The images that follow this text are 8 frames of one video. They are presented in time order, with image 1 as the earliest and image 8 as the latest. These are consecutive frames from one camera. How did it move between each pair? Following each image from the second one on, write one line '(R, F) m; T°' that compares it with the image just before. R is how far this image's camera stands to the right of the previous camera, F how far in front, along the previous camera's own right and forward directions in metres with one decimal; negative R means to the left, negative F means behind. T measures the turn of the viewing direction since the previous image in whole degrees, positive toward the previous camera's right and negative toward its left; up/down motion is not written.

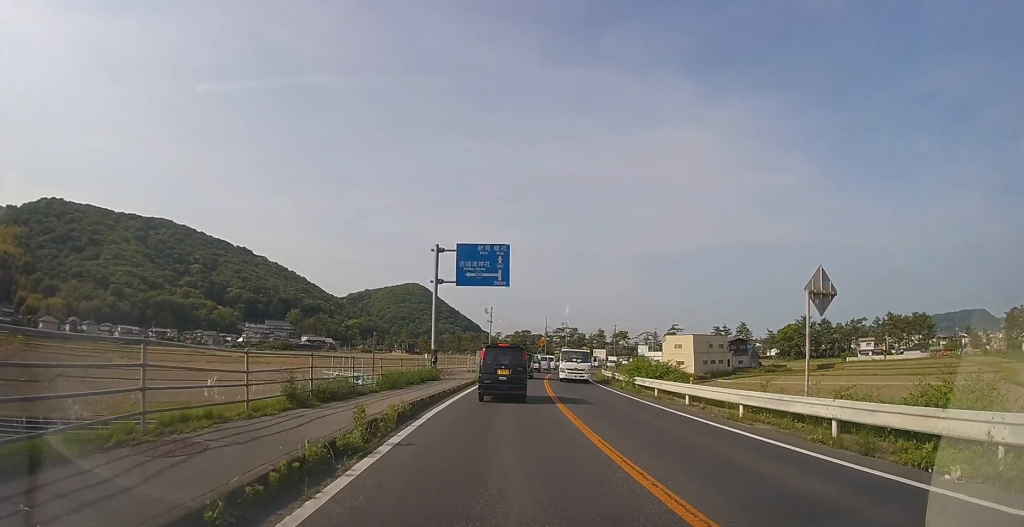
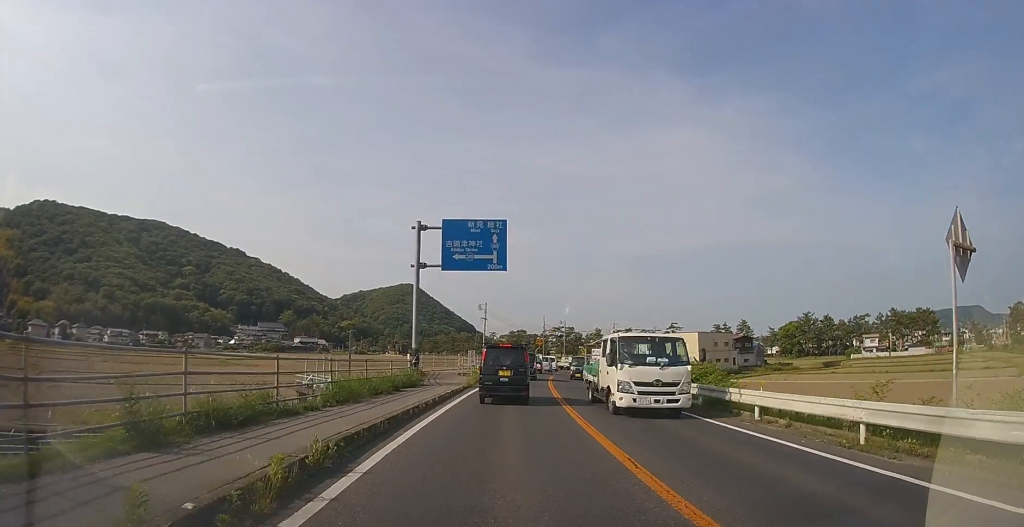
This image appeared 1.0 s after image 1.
(0.0, +5.3) m; +1°
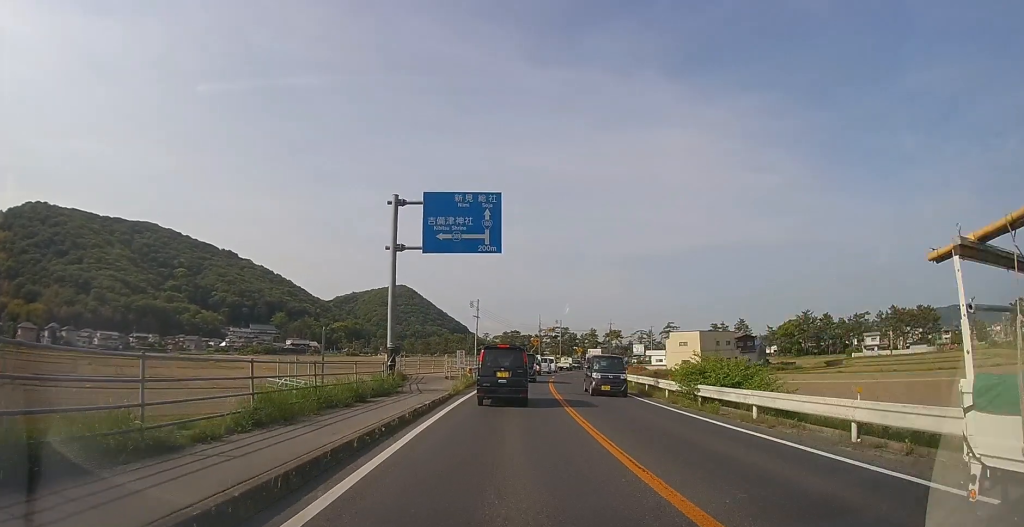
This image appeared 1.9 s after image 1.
(0.0, +4.2) m; +1°
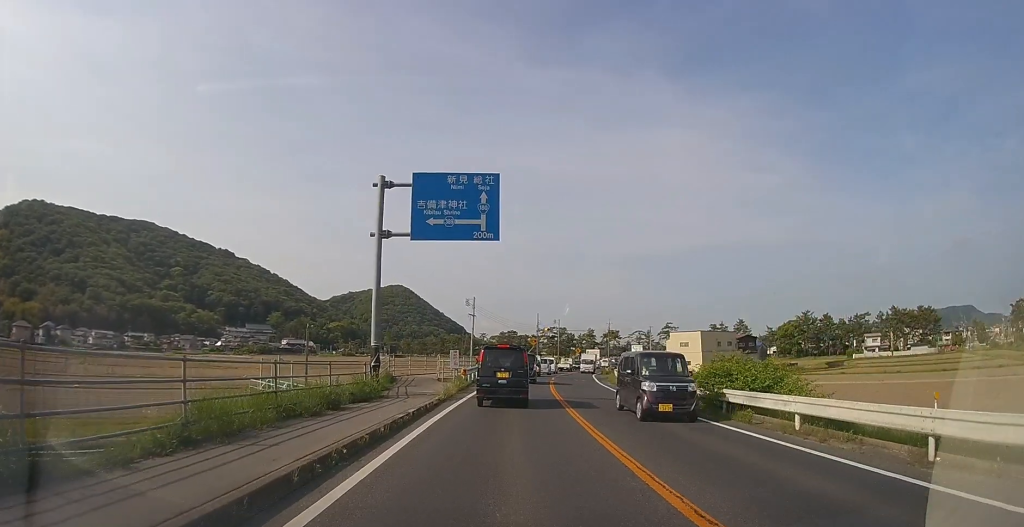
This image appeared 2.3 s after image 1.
(0.0, +2.0) m; 0°
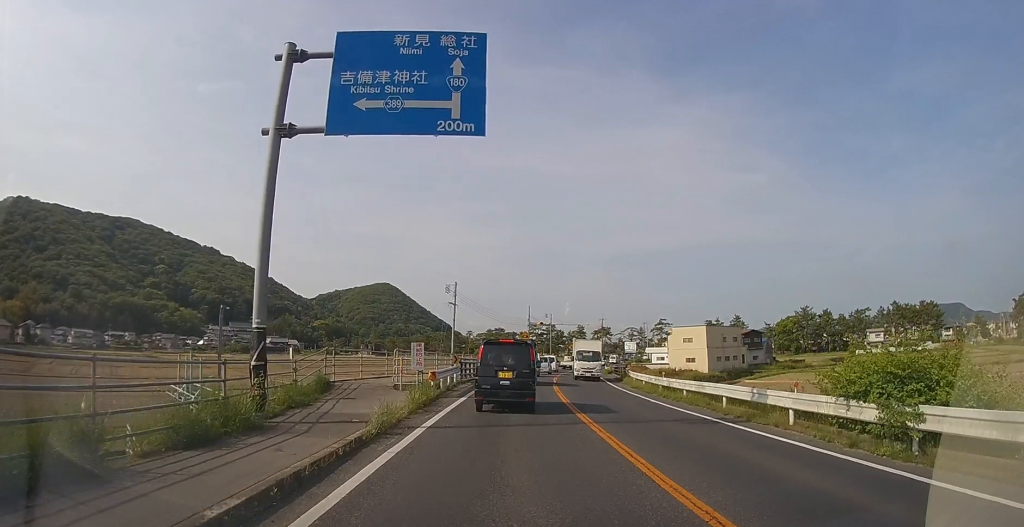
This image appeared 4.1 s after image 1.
(+0.1, +7.2) m; +2°
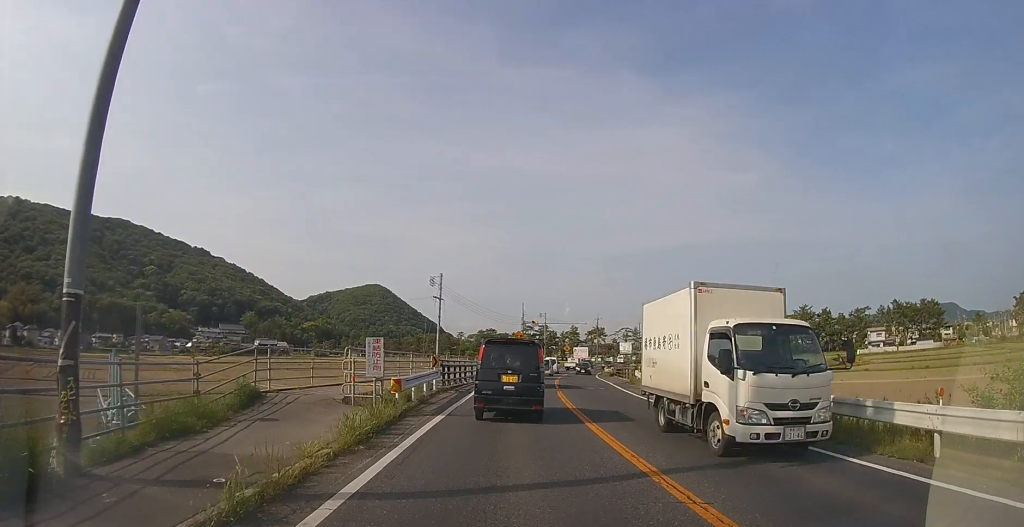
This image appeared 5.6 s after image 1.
(+0.1, +4.7) m; +1°
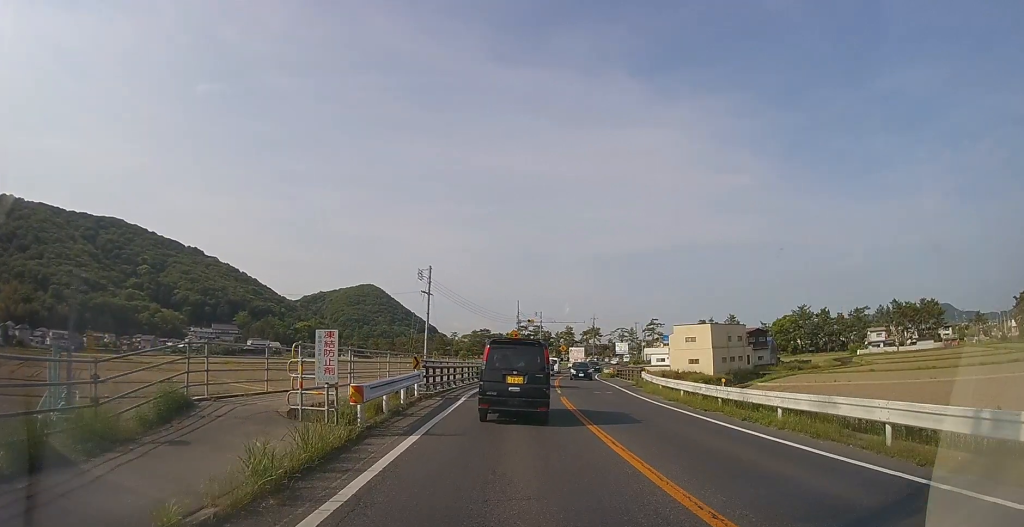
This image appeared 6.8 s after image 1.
(0.0, +3.1) m; +1°
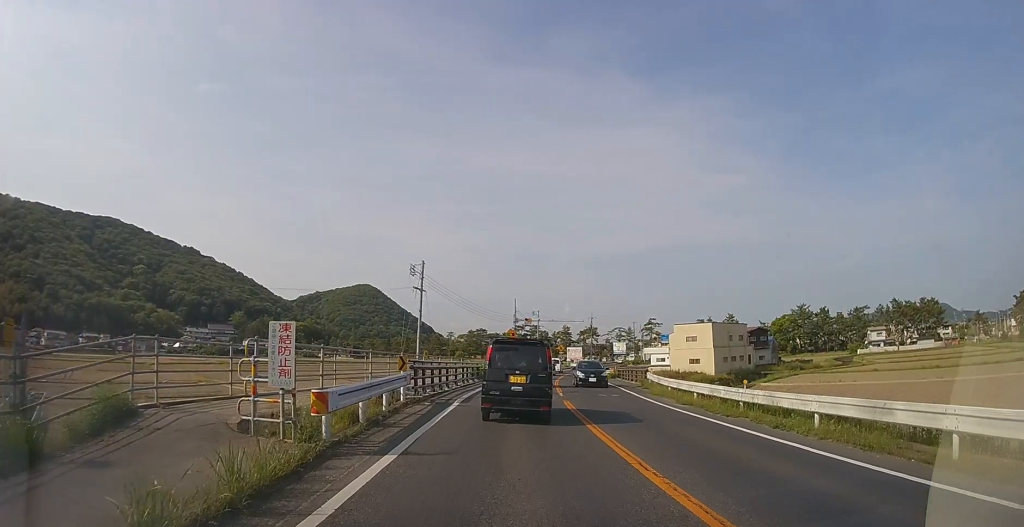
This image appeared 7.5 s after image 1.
(0.0, +1.7) m; +1°
